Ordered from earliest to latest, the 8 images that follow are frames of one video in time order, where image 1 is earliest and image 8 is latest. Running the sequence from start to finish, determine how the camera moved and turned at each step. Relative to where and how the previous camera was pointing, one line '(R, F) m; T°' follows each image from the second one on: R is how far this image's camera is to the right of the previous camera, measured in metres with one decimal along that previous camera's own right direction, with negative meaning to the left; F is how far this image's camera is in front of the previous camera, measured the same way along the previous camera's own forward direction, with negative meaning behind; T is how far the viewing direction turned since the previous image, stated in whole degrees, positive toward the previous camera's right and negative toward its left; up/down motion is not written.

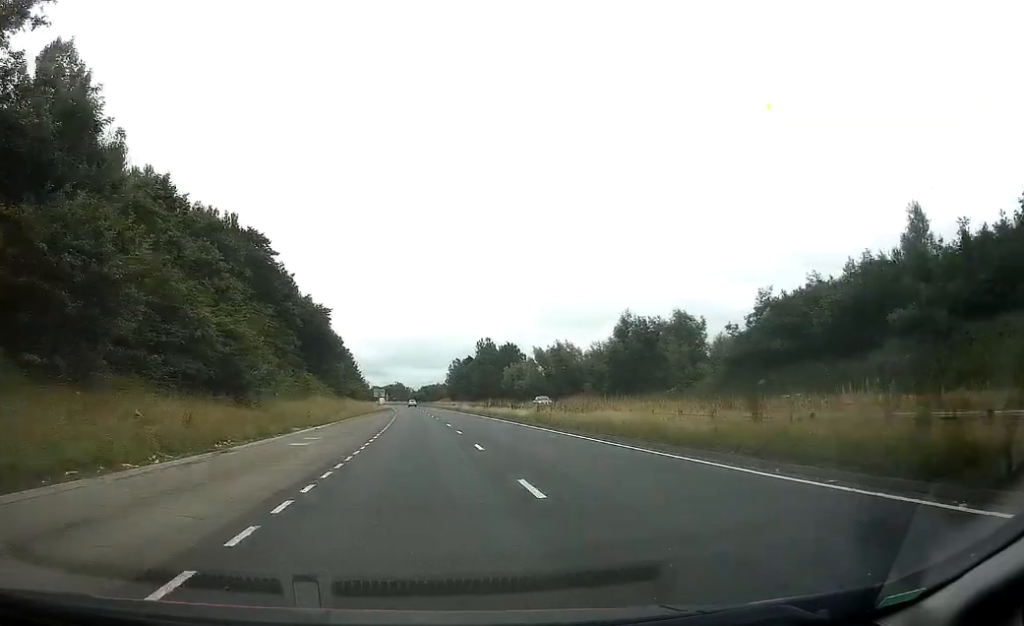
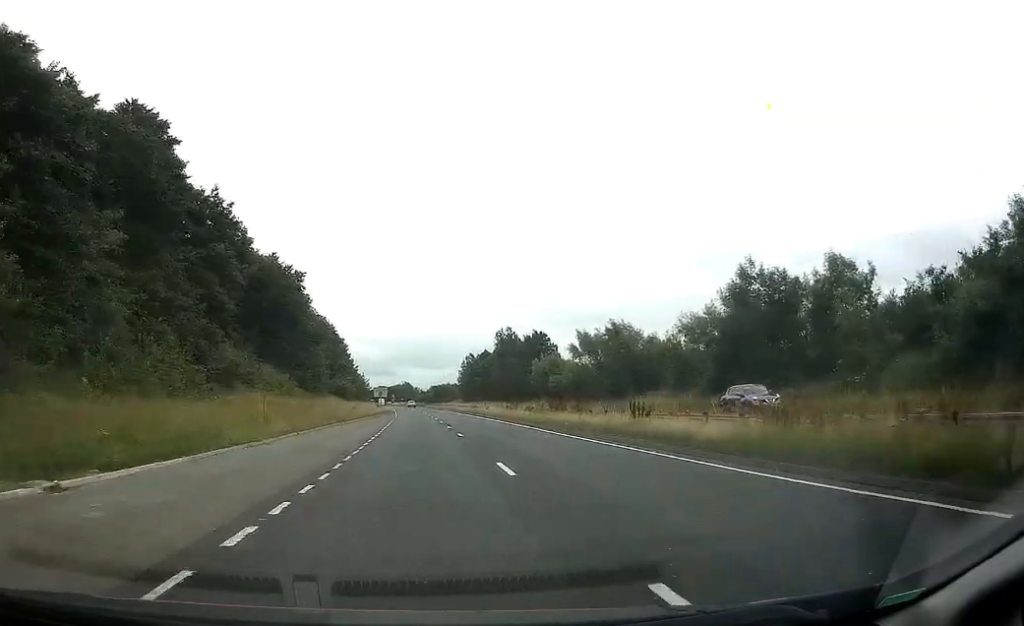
(-0.2, +25.8) m; -1°
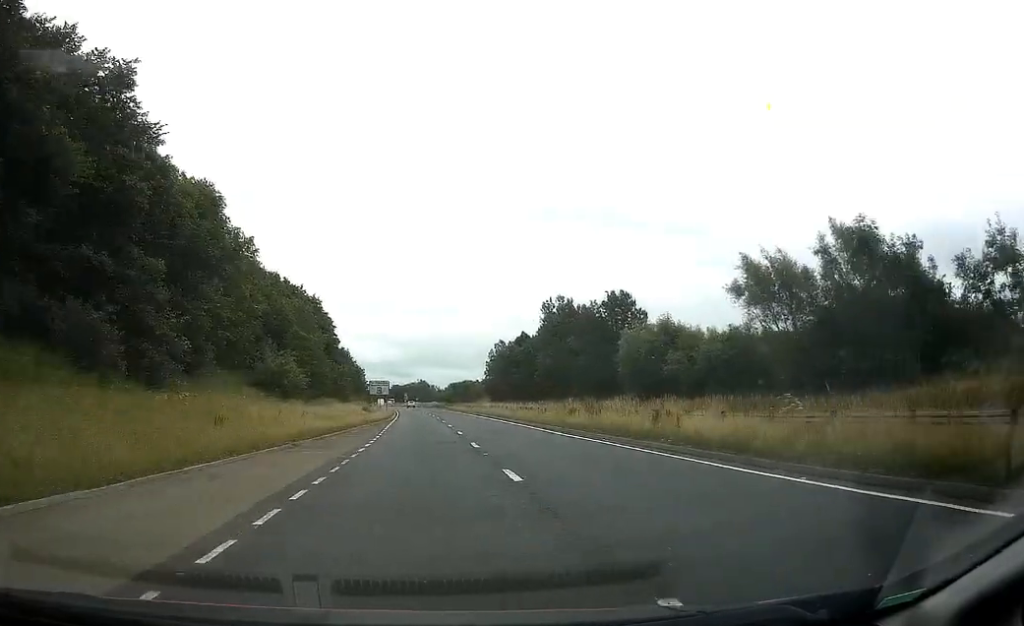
(-0.4, +41.5) m; -1°
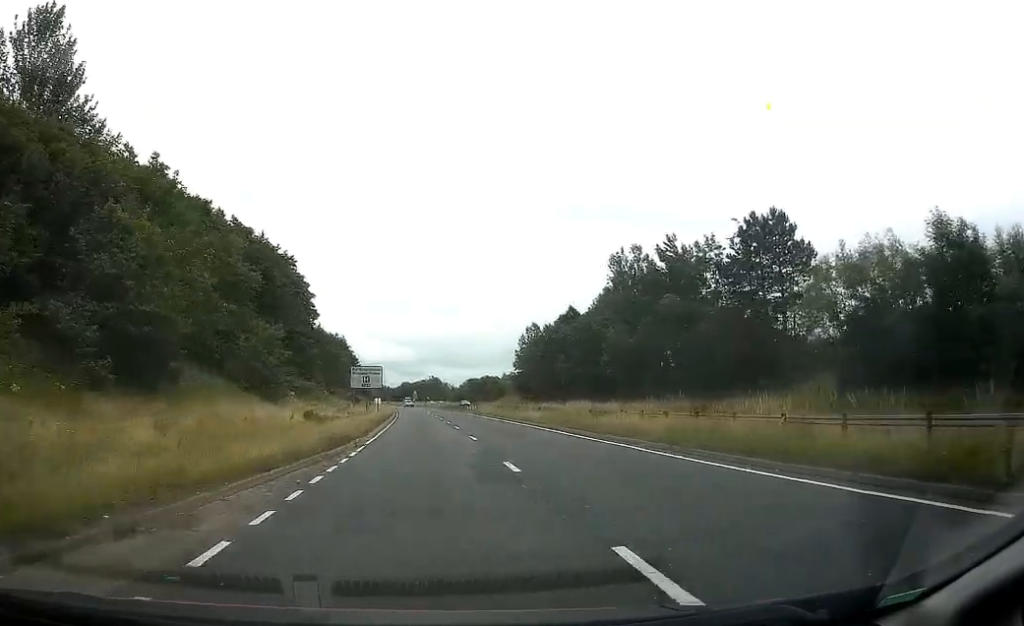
(-0.3, +34.4) m; -1°
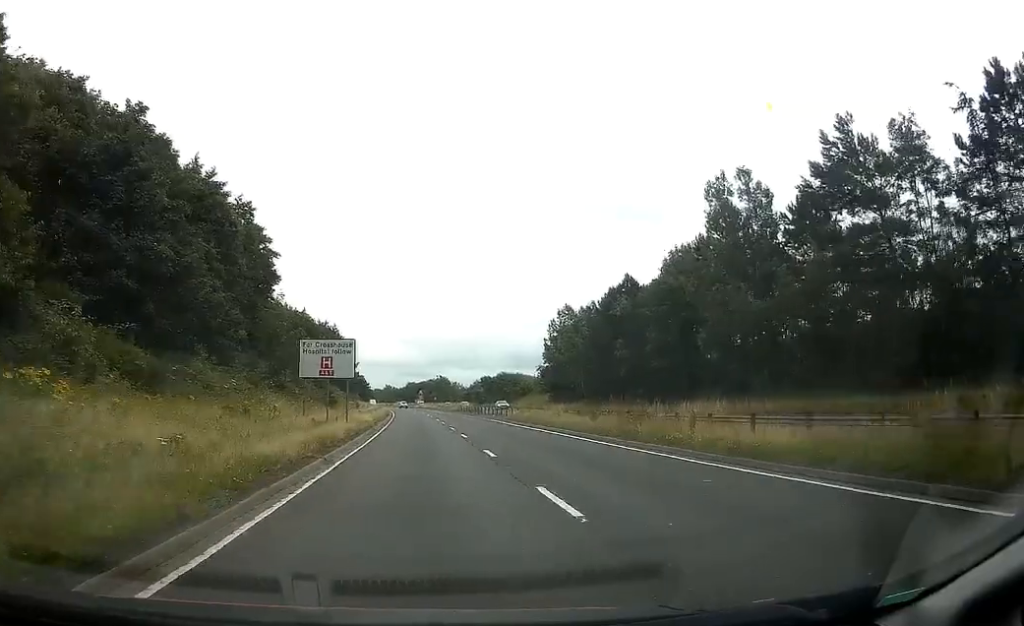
(-0.3, +24.5) m; -1°
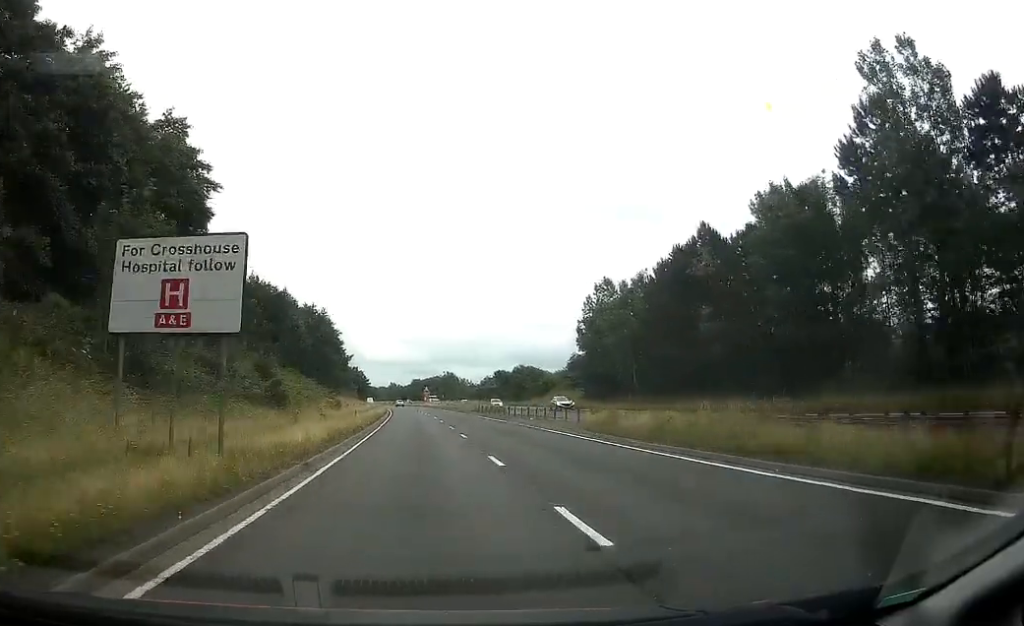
(0.0, +20.1) m; 0°
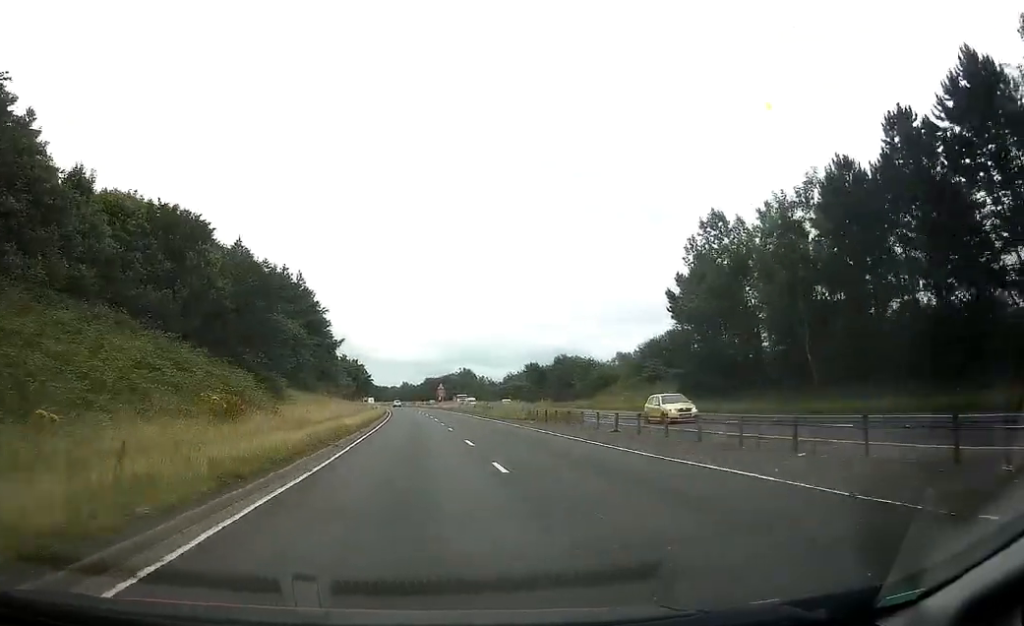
(-0.1, +30.9) m; -1°
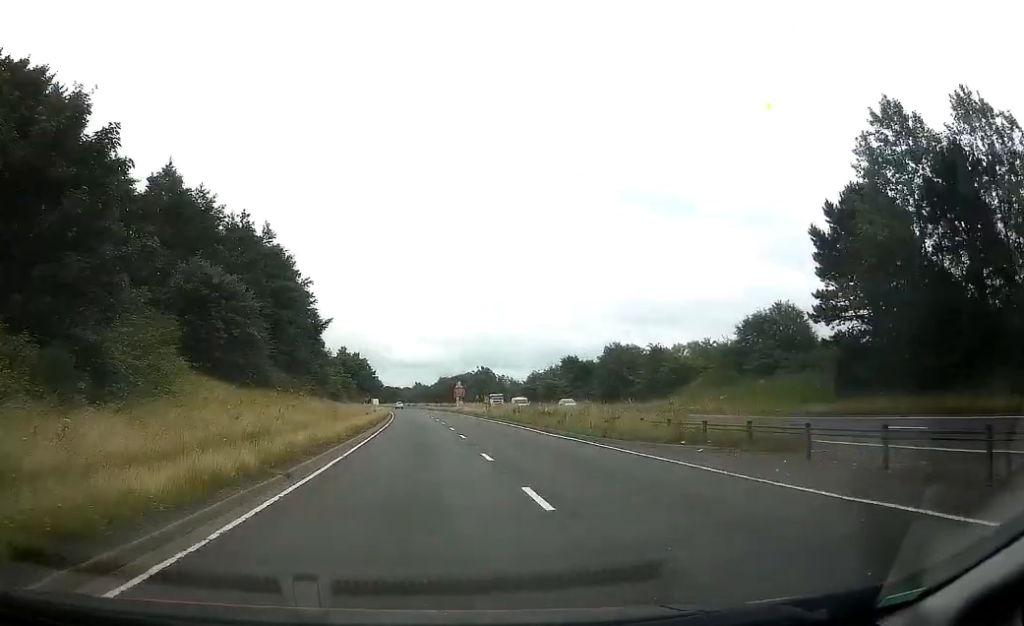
(-0.2, +22.2) m; -1°
